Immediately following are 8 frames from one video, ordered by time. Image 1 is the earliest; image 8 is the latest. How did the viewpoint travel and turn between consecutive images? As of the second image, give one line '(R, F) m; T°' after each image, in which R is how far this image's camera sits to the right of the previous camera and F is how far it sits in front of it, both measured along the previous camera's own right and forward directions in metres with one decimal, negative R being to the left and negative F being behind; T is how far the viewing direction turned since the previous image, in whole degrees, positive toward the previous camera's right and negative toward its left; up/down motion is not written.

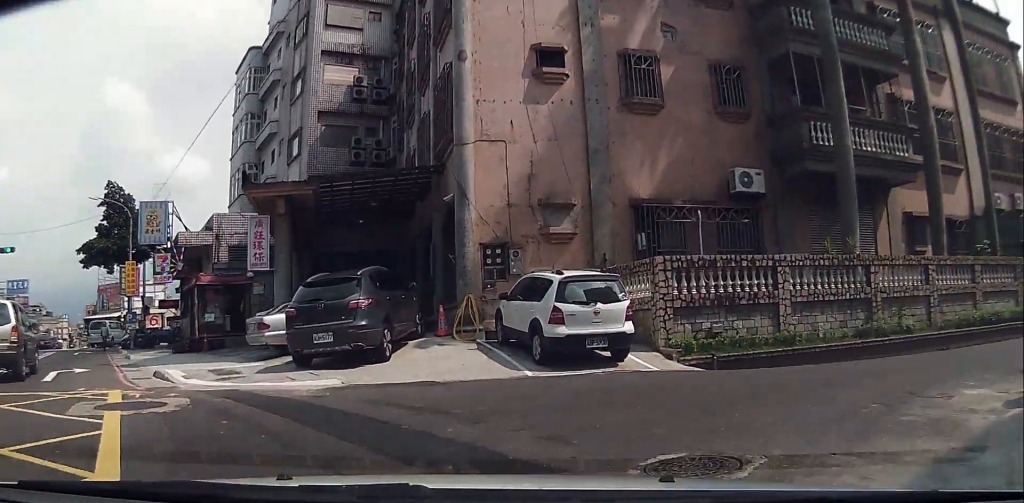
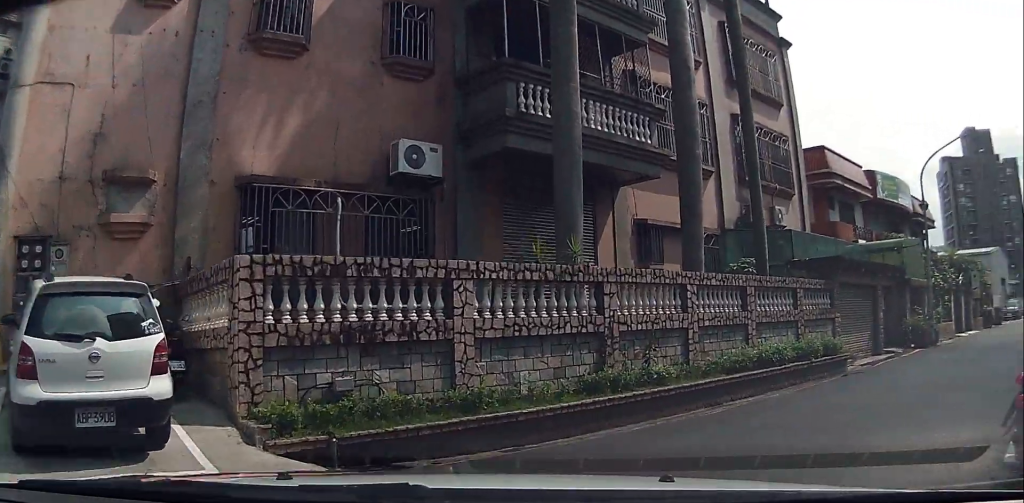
(+1.1, +4.4) m; +32°
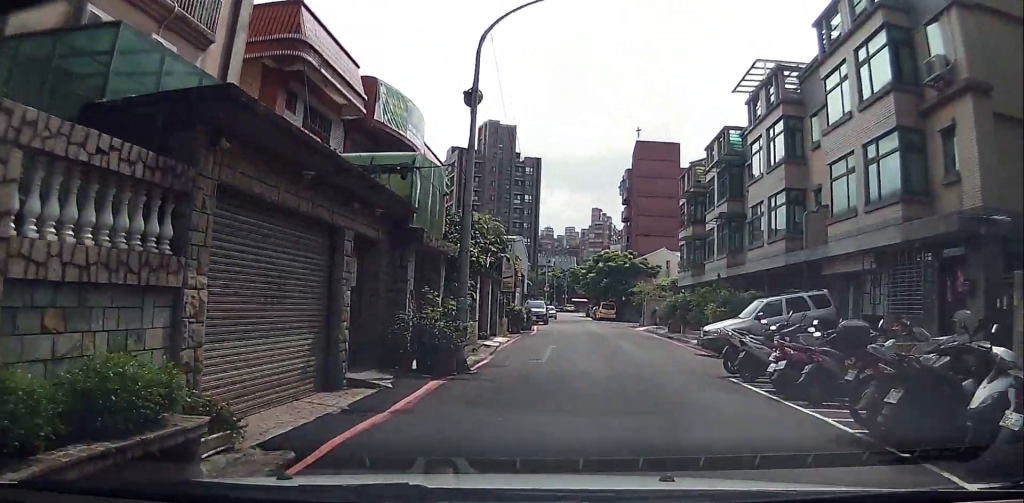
(+6.9, +8.5) m; +58°
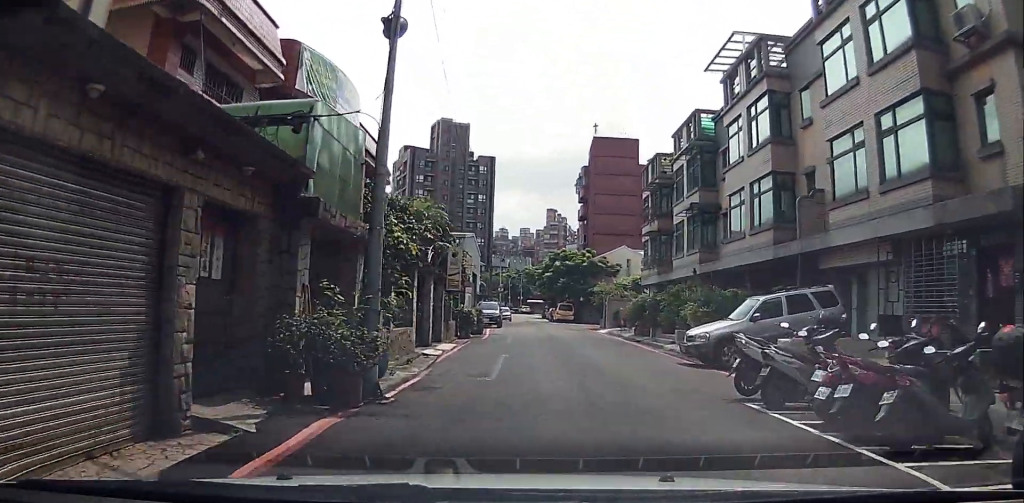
(+0.3, +3.3) m; +1°
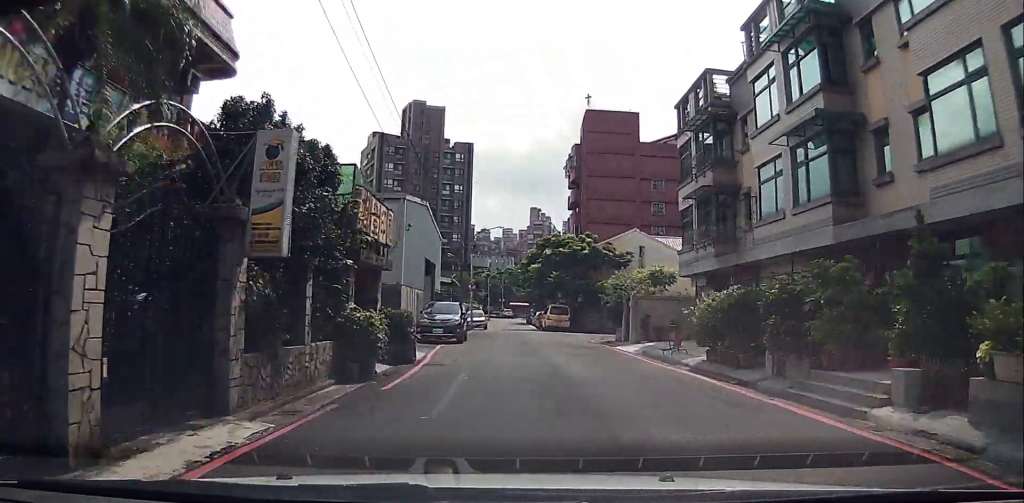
(-0.6, +15.5) m; -5°
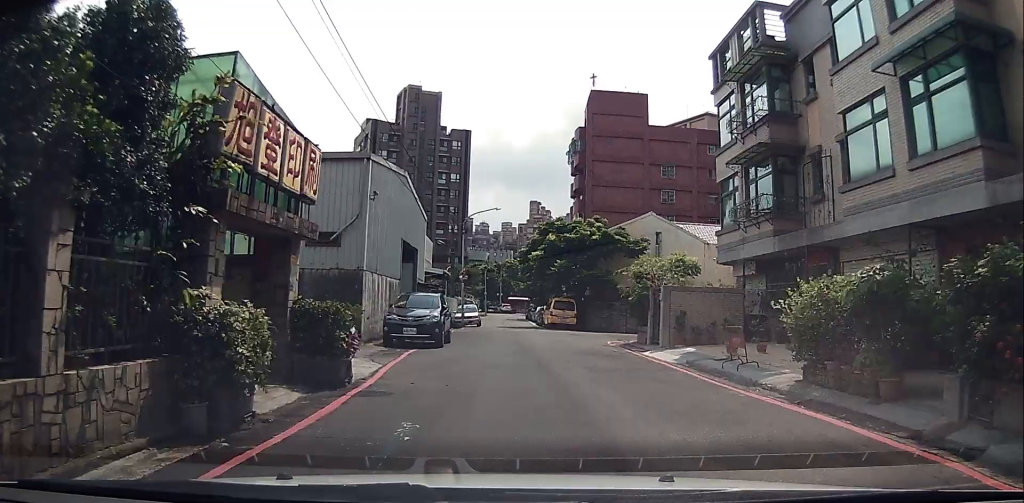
(-0.1, +6.1) m; -1°
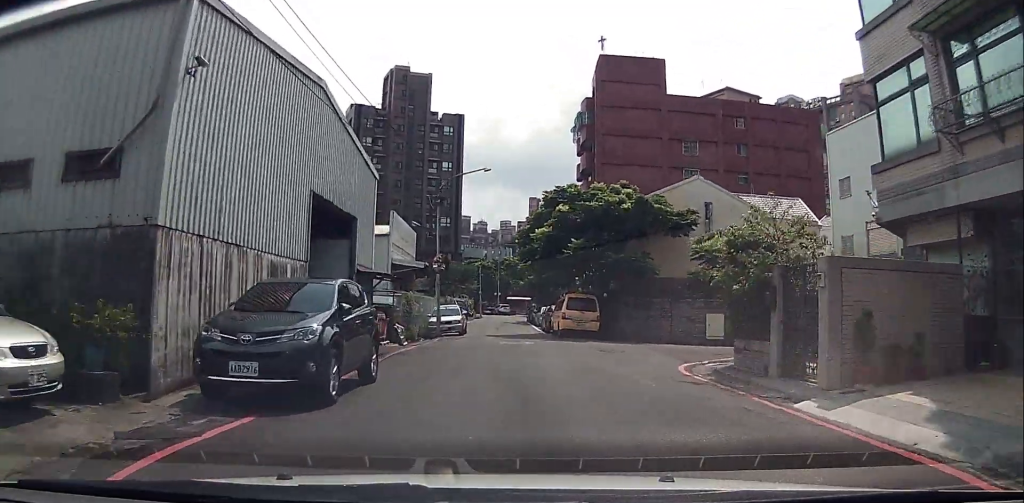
(-0.1, +11.9) m; -3°
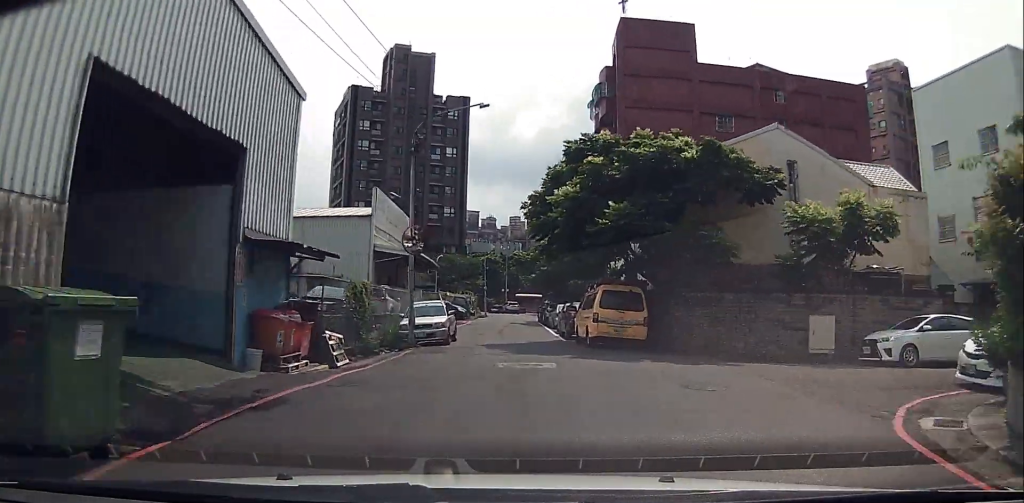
(-0.4, +9.3) m; +2°
